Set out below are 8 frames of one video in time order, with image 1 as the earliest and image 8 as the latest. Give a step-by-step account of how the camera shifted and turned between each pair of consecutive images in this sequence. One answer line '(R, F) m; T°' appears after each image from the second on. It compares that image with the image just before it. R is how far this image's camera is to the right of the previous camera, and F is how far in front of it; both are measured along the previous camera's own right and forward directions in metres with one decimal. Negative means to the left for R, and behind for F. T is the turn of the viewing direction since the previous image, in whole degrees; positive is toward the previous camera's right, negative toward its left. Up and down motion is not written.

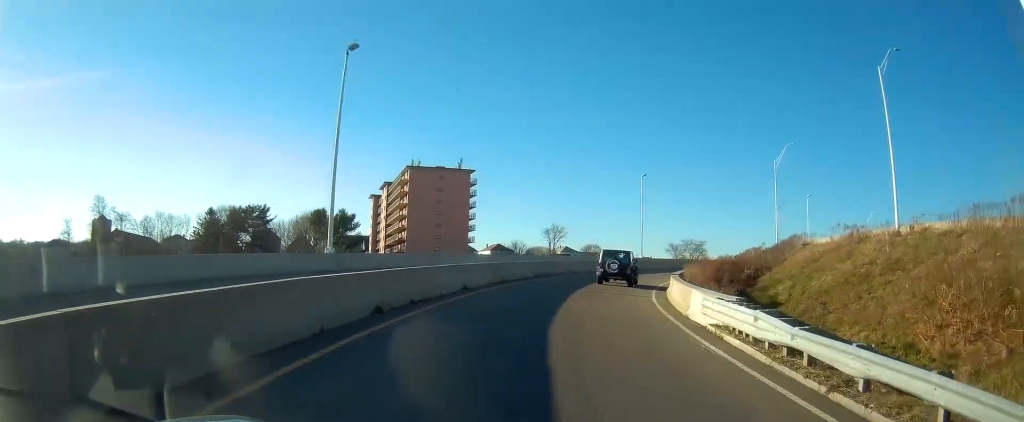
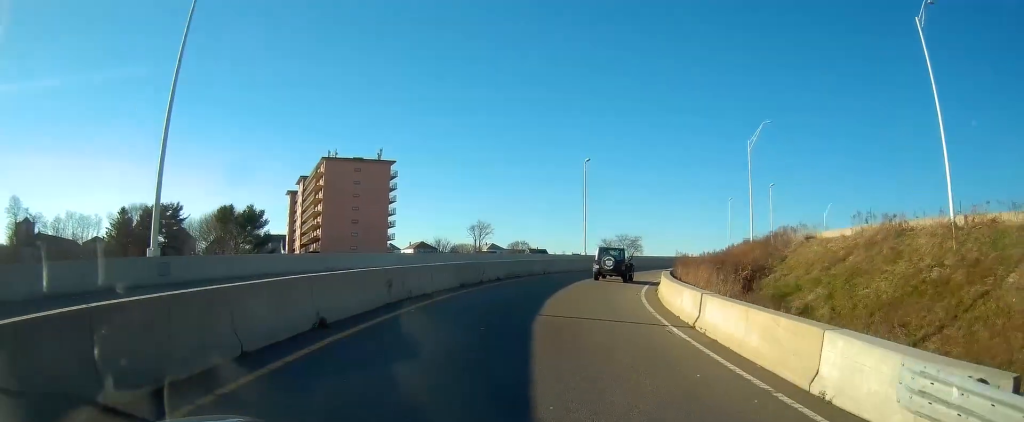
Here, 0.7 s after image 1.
(+0.9, +10.9) m; +7°
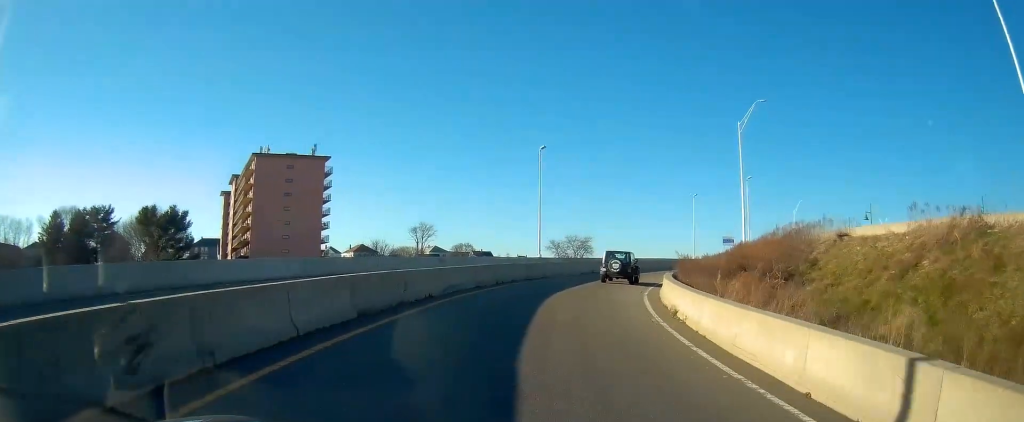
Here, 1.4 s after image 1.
(+0.5, +9.5) m; +6°
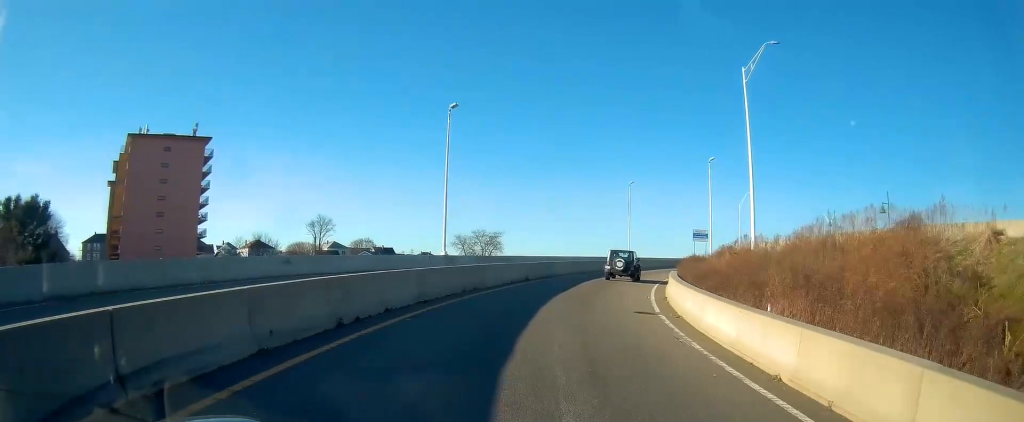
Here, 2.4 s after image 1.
(+1.3, +15.4) m; +9°
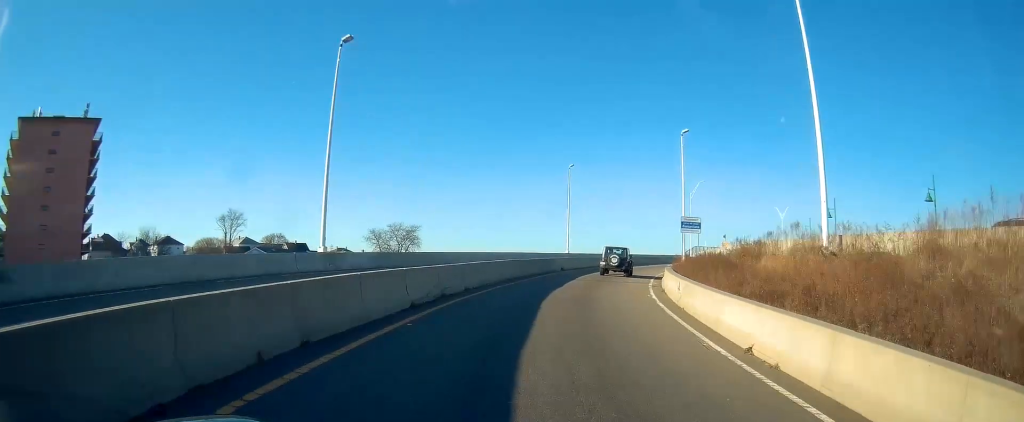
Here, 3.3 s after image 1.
(+0.9, +13.2) m; +7°
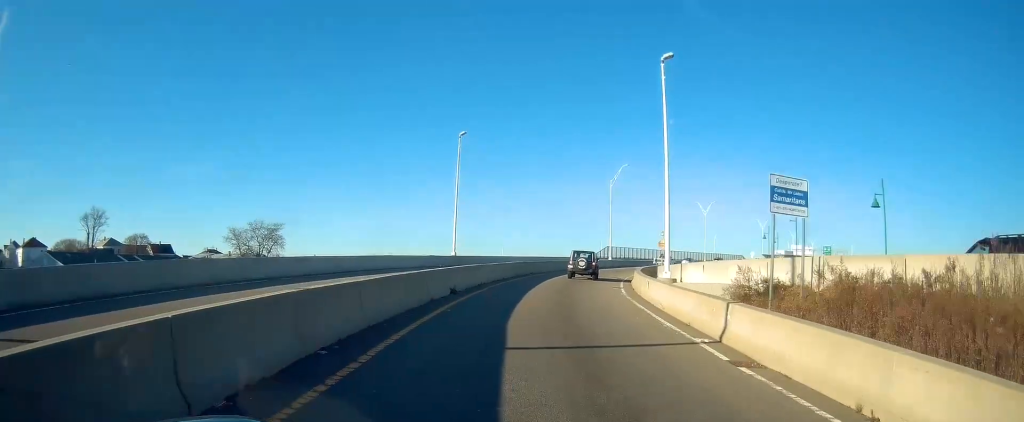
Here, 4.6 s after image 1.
(+1.7, +20.1) m; +10°
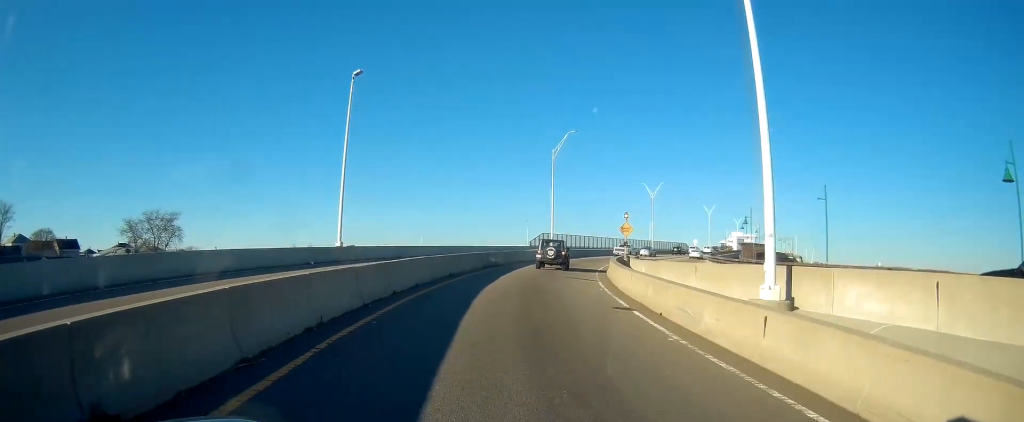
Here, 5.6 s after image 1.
(+1.1, +14.8) m; +7°
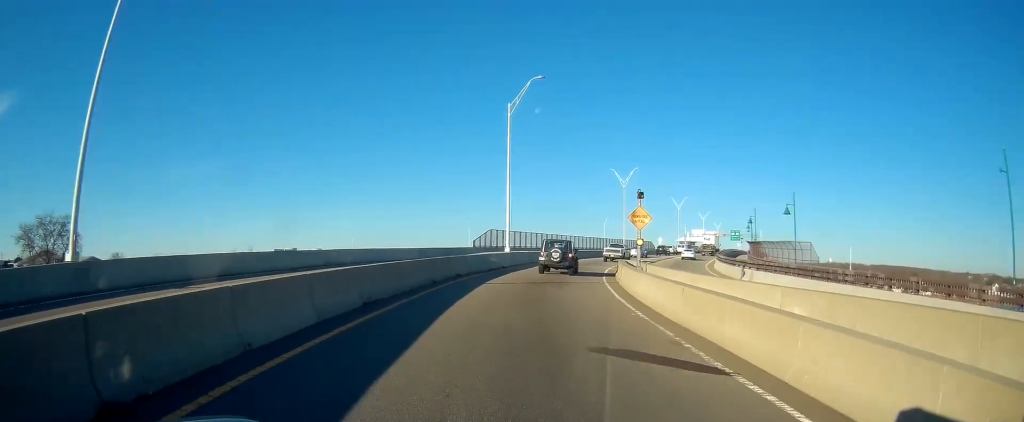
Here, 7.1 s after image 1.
(+1.2, +19.8) m; +7°
